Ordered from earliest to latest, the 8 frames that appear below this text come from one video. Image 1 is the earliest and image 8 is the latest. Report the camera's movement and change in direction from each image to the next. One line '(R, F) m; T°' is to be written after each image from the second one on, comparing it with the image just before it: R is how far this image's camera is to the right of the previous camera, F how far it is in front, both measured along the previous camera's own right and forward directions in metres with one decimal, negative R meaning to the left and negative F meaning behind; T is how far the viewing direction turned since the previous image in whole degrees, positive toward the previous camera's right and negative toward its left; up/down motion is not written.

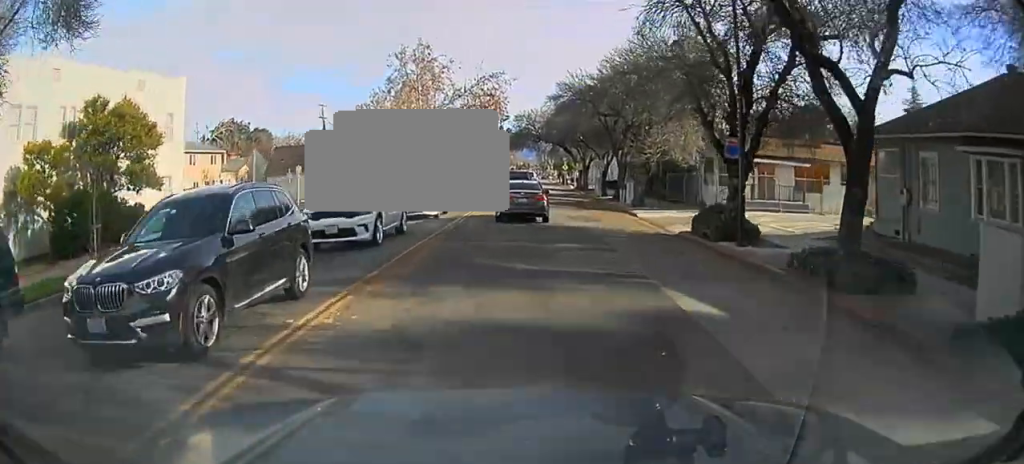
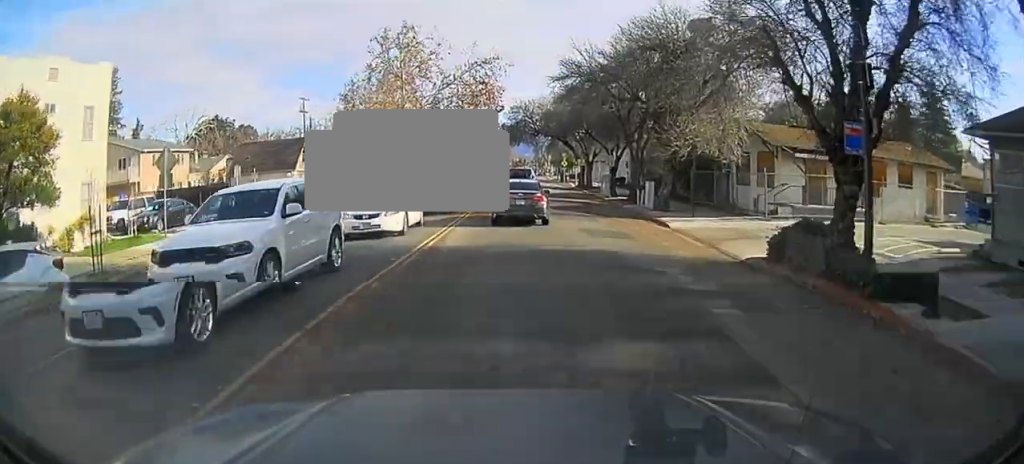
(0.0, +6.7) m; +1°
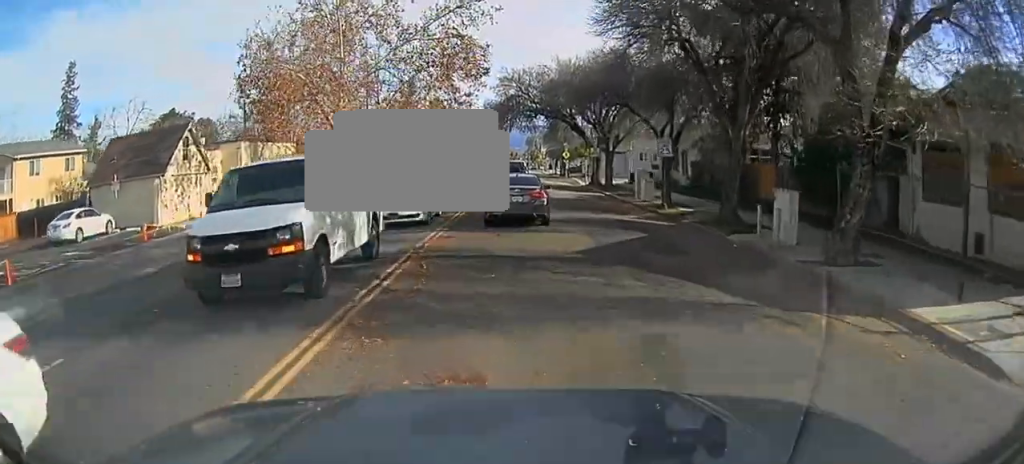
(+0.8, +17.4) m; +2°
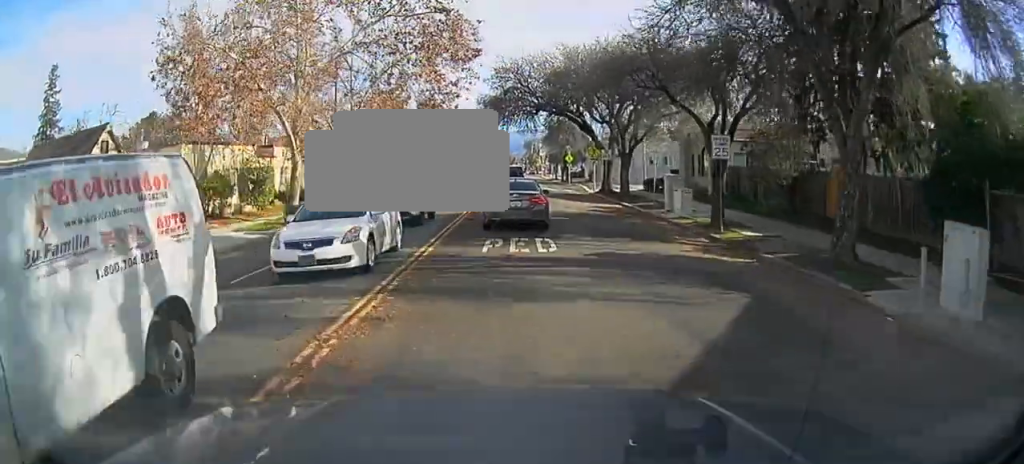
(-0.4, +8.9) m; -2°
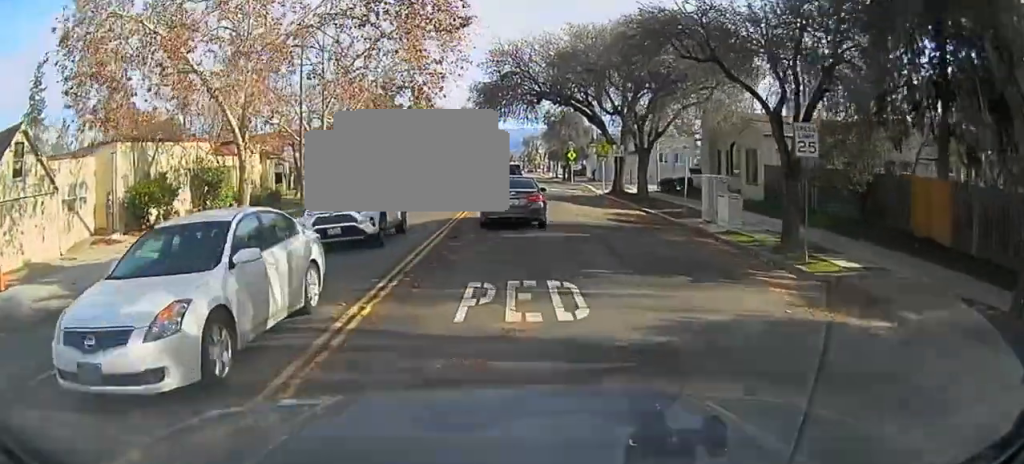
(-0.1, +7.1) m; 0°
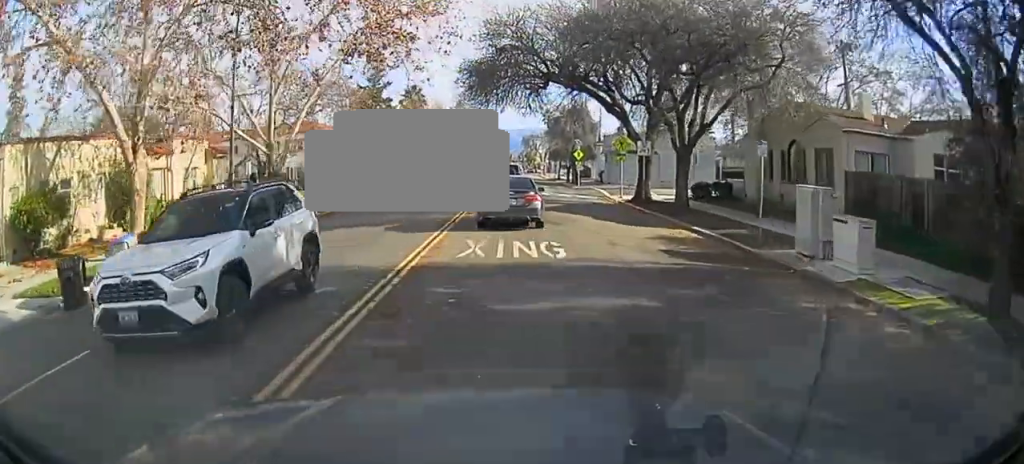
(+0.1, +8.9) m; +1°
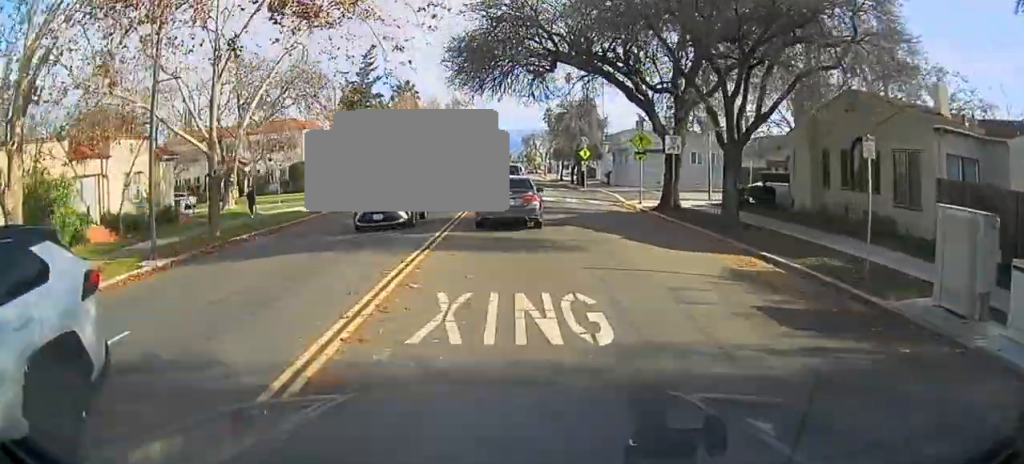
(0.0, +5.9) m; 0°
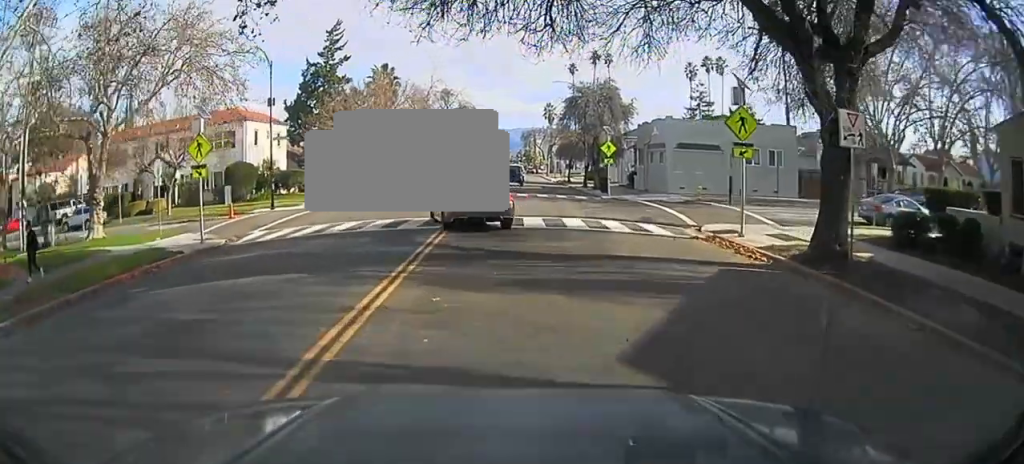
(-0.2, +14.5) m; -1°
